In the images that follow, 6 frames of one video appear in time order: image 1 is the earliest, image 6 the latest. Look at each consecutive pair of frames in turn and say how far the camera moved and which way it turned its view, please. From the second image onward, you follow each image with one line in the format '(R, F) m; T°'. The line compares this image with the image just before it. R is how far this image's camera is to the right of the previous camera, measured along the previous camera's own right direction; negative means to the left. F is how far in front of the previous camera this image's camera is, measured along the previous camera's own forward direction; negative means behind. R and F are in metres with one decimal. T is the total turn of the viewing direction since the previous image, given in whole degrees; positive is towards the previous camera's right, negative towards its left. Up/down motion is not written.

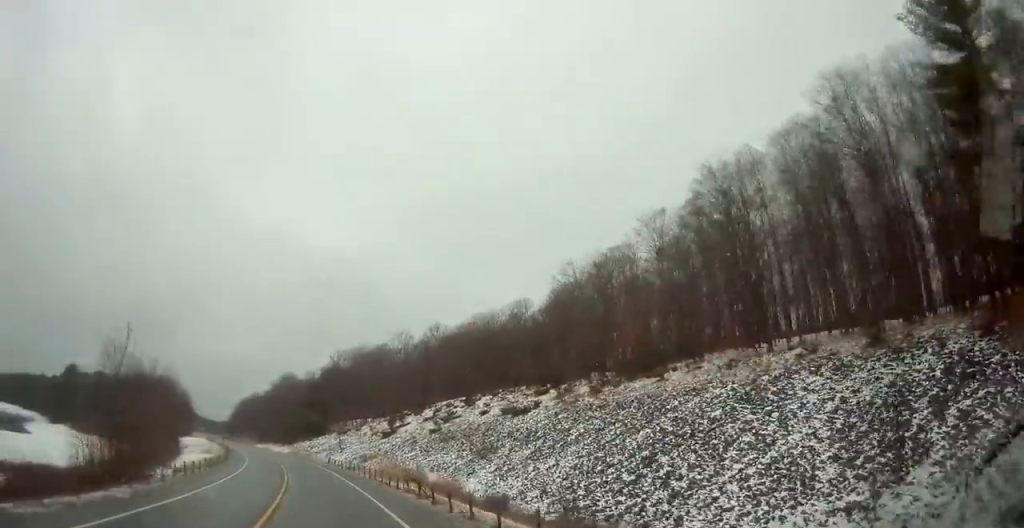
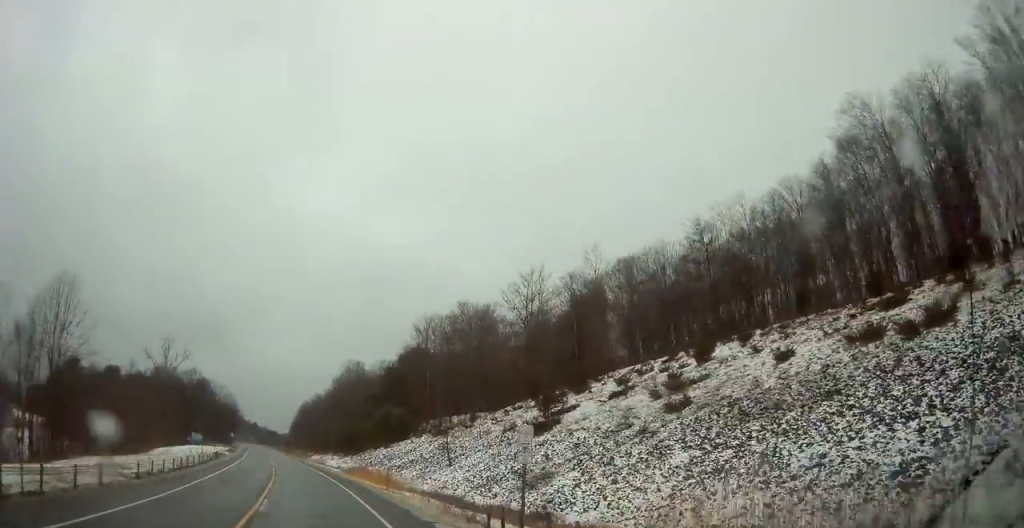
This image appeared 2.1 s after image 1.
(-3.1, +51.1) m; -7°
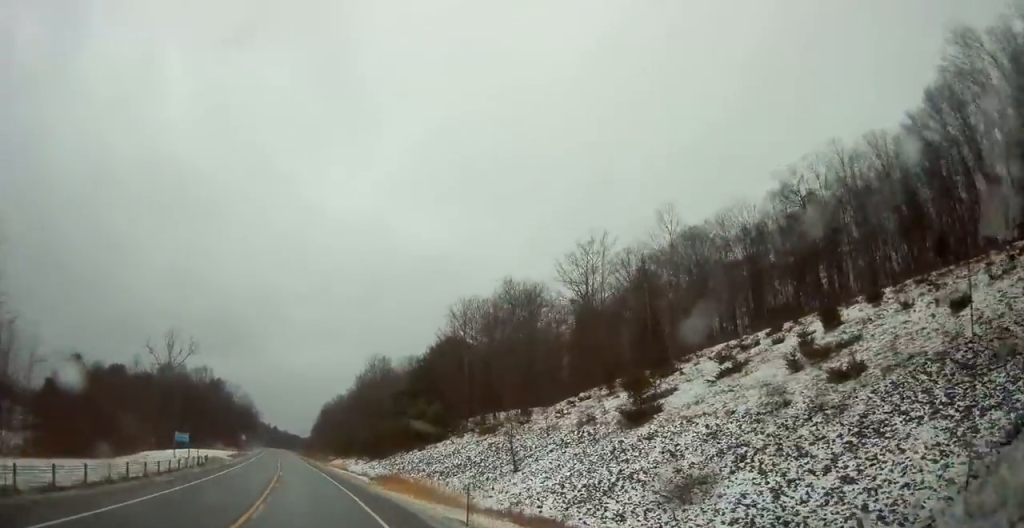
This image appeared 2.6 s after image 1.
(-0.3, +13.9) m; -2°
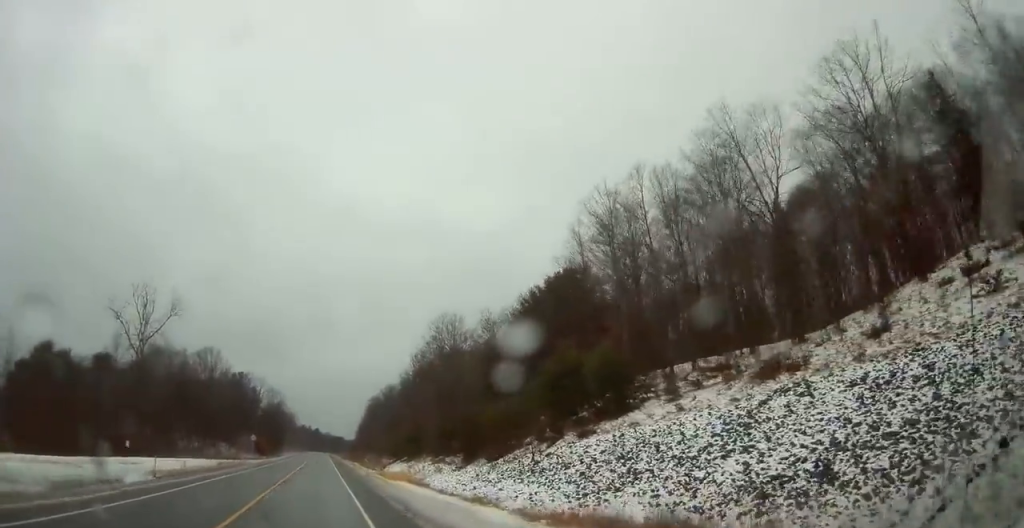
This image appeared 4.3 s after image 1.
(-2.2, +41.6) m; -4°
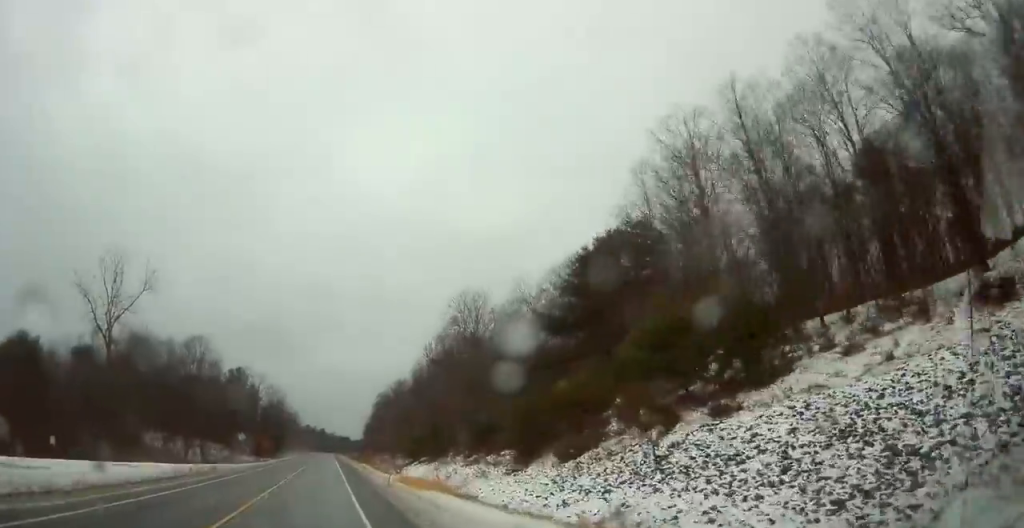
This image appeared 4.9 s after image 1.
(+0.2, +14.7) m; -1°
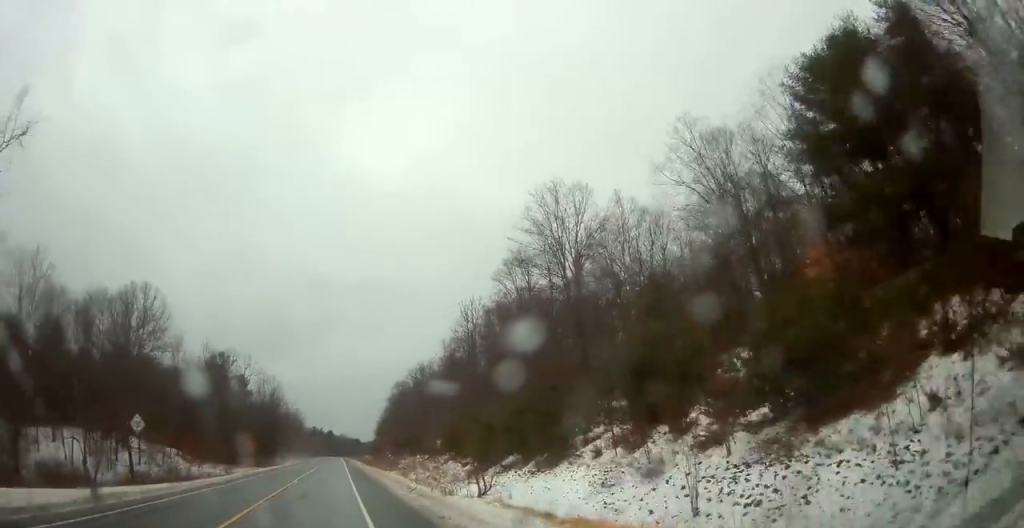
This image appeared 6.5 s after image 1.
(-0.8, +37.6) m; -1°
